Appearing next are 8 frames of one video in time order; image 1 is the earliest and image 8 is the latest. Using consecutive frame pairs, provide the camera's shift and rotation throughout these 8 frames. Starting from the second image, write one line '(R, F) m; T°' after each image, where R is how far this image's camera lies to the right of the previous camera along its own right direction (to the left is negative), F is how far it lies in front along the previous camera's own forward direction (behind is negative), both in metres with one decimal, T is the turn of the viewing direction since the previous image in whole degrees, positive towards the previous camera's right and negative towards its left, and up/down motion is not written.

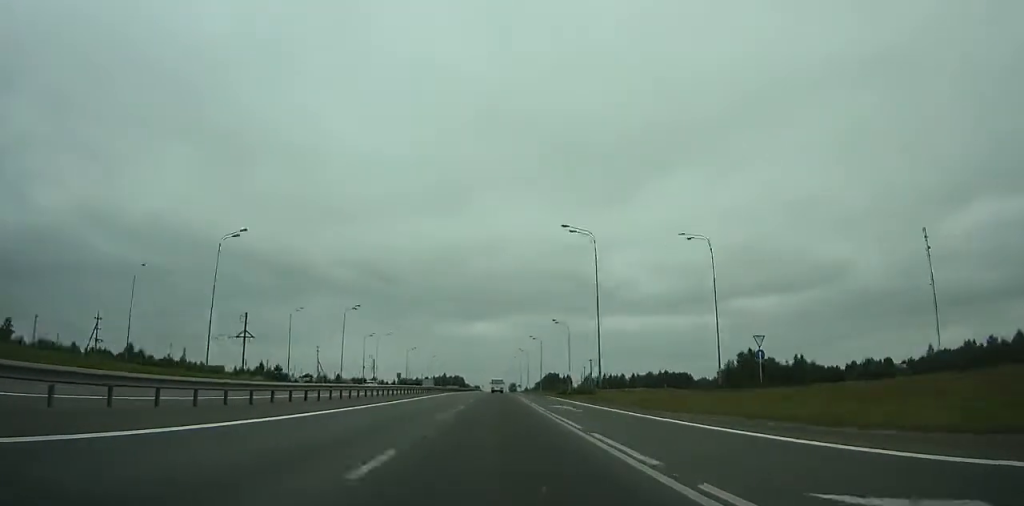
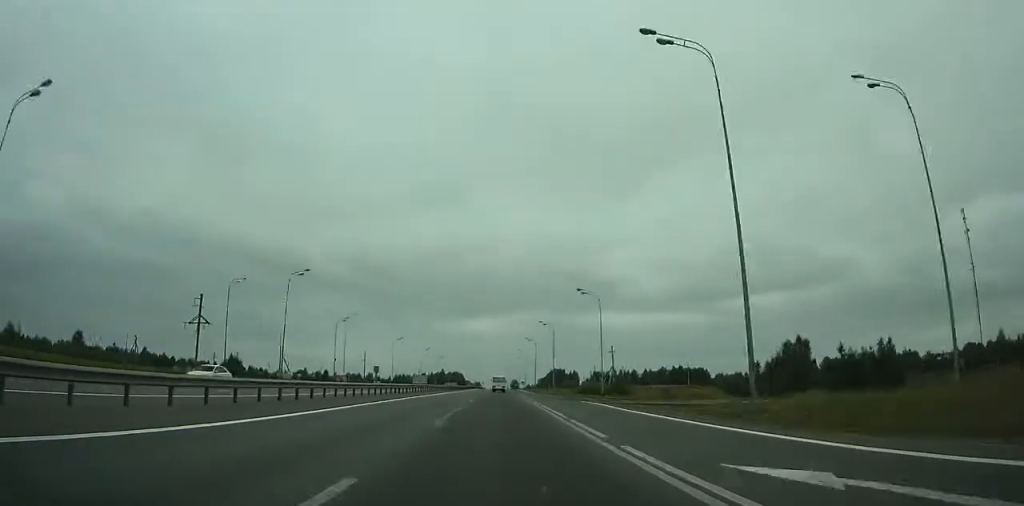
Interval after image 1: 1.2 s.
(0.0, +23.9) m; 0°
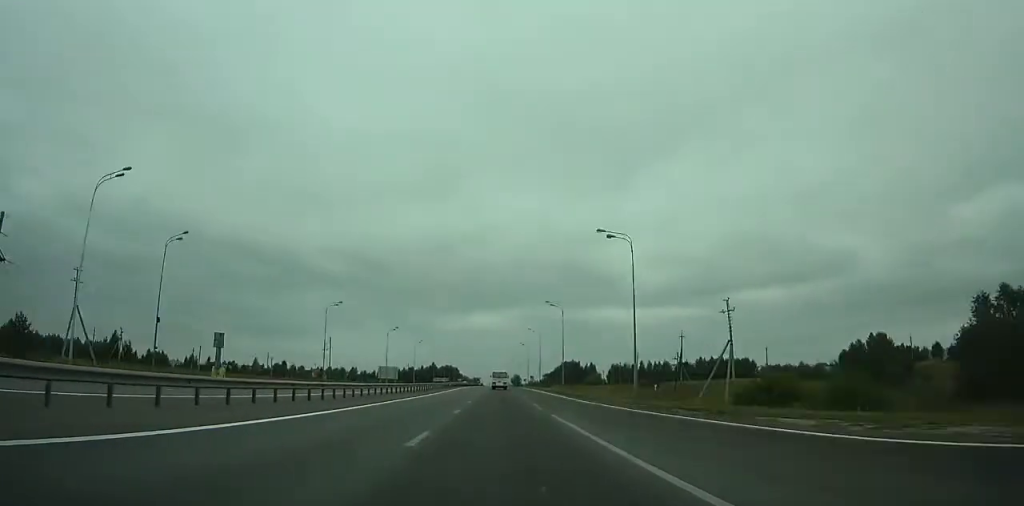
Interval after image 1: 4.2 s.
(-0.1, +60.6) m; 0°
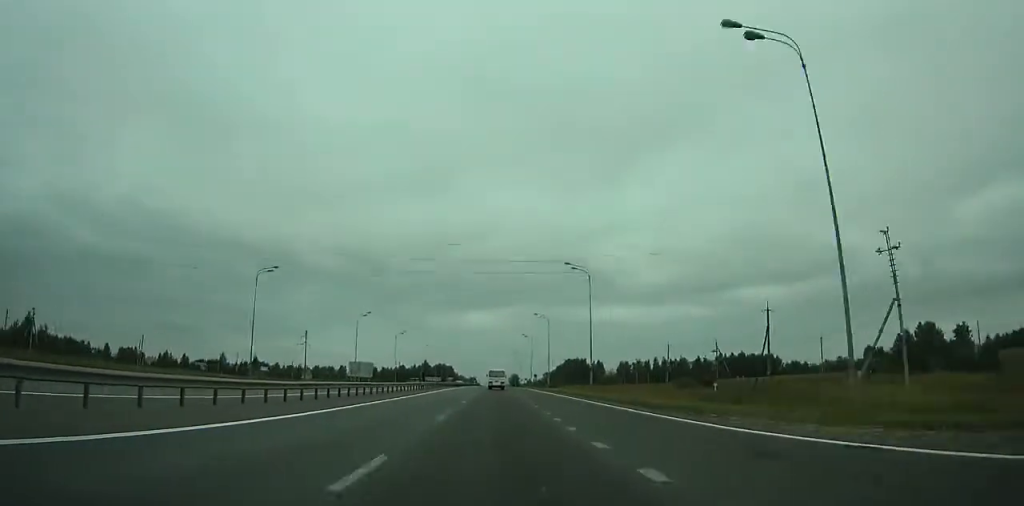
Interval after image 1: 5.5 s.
(-0.1, +26.7) m; 0°
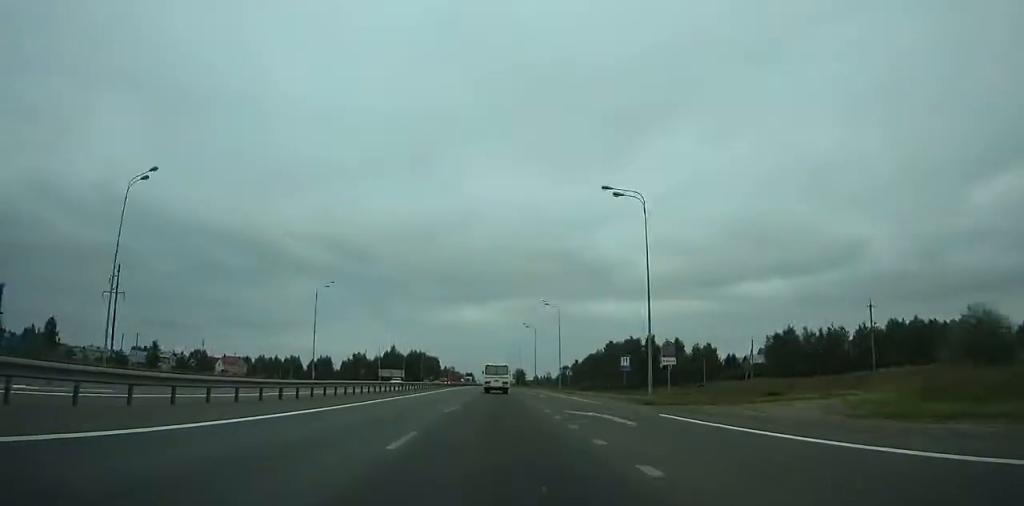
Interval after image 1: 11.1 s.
(+0.4, +114.7) m; 0°
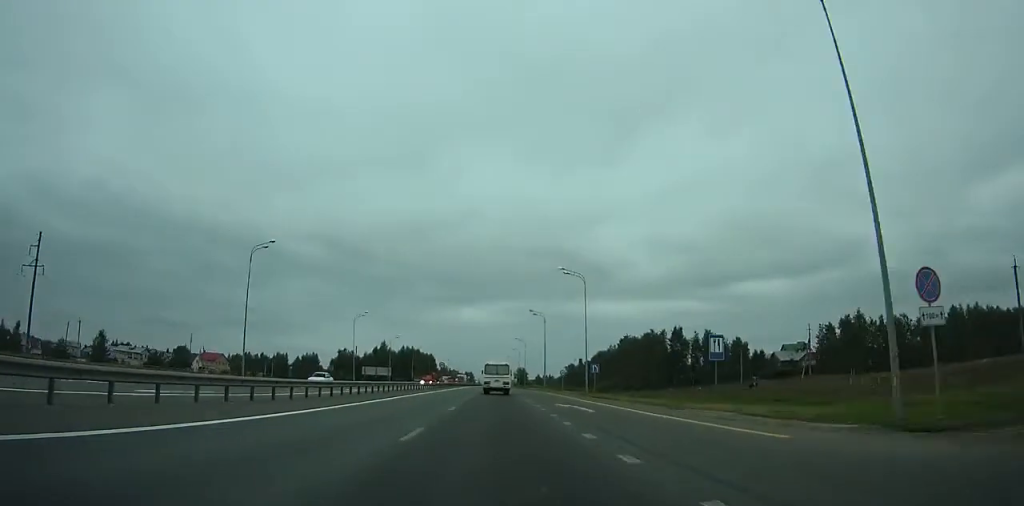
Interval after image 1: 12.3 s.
(0.0, +23.8) m; 0°
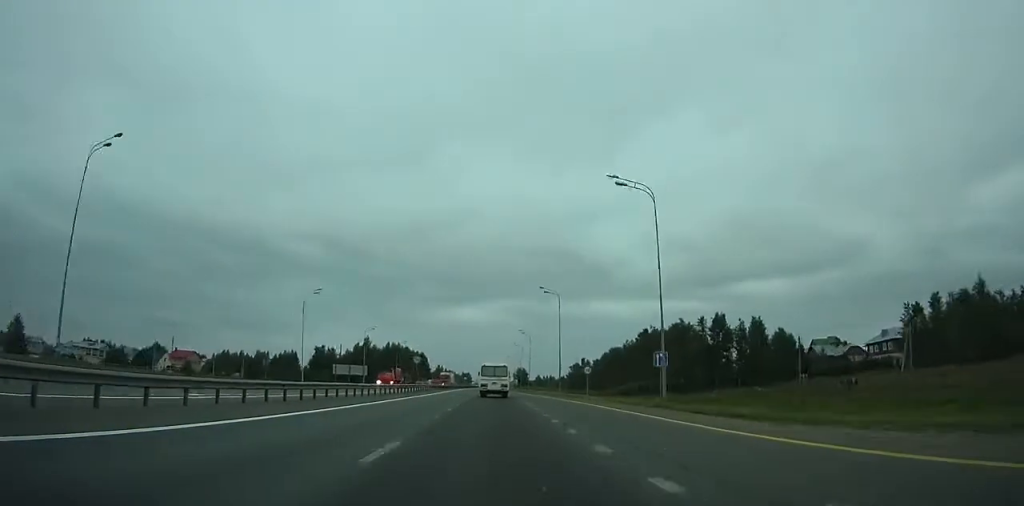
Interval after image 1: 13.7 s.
(0.0, +27.2) m; 0°
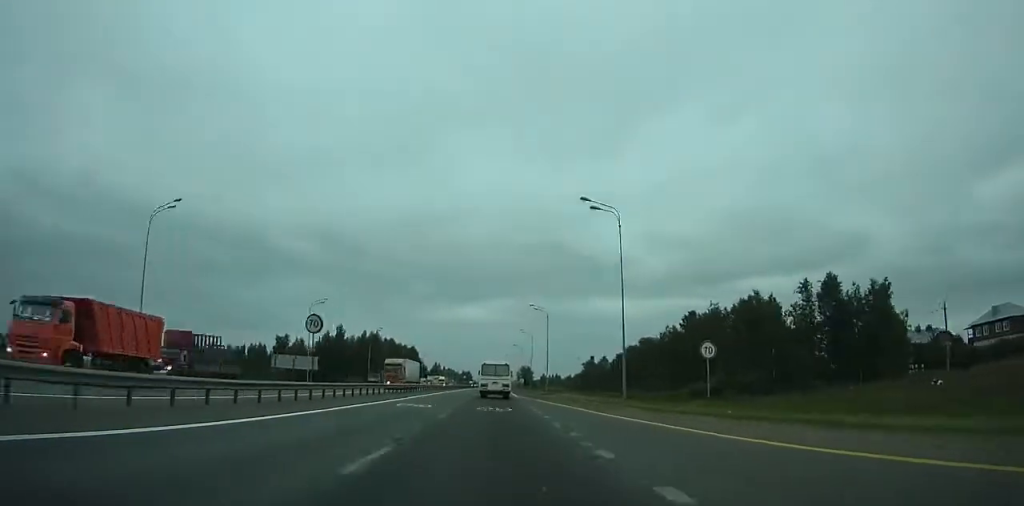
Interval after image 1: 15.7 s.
(0.0, +38.0) m; 0°
